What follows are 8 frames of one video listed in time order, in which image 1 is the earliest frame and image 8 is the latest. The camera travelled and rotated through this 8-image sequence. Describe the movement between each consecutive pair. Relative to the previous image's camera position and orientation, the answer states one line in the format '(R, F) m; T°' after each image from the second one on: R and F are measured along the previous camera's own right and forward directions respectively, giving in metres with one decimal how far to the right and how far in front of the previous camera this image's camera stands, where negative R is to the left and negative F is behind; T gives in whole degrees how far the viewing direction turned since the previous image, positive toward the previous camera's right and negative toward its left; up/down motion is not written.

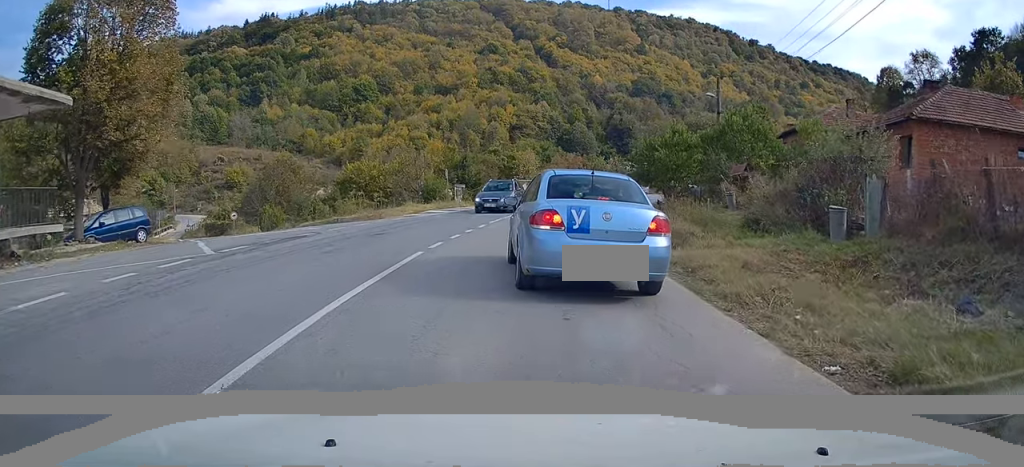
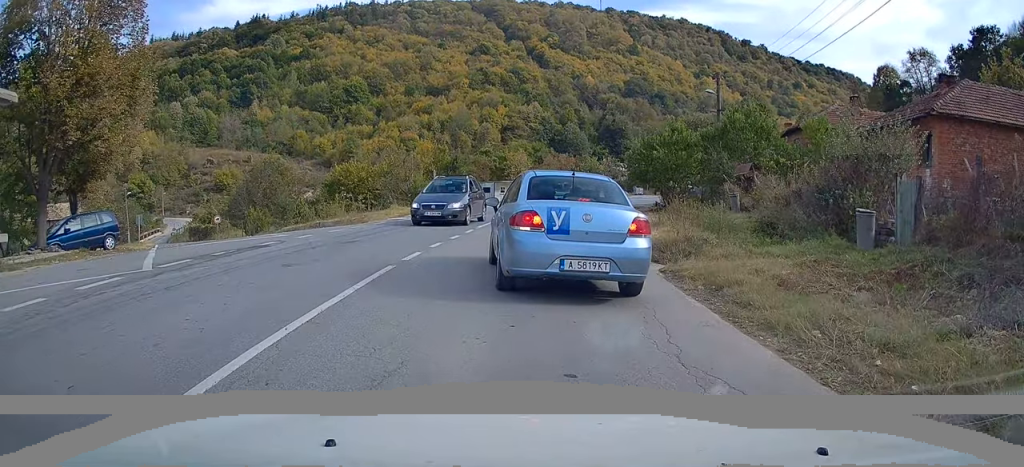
(0.0, +1.9) m; -1°
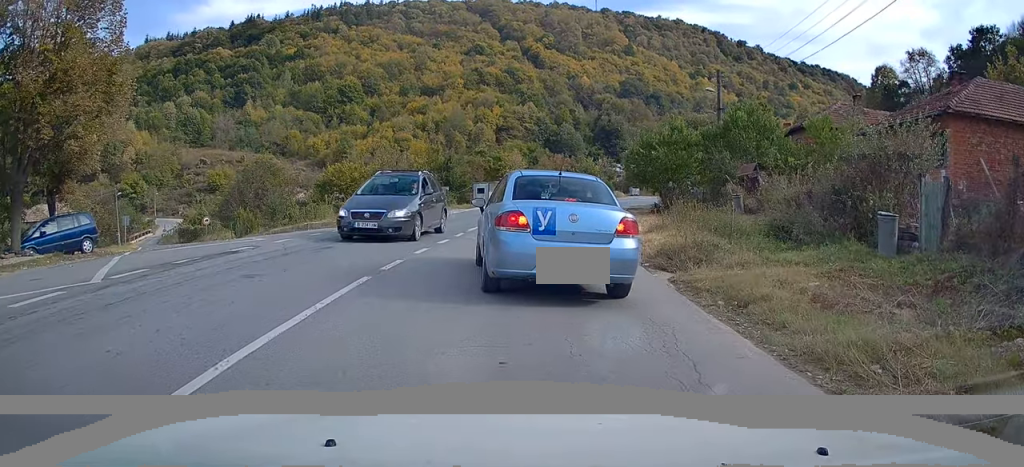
(0.0, +1.2) m; +1°
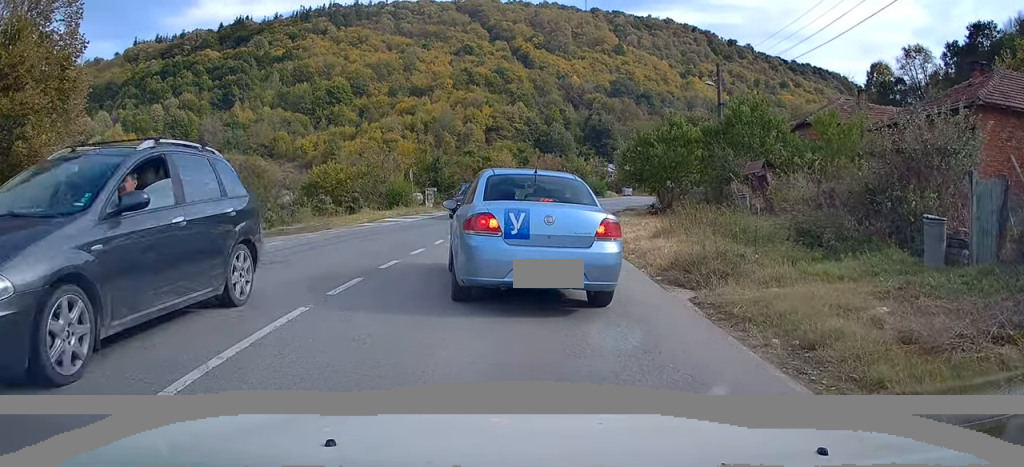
(0.0, +2.1) m; +4°
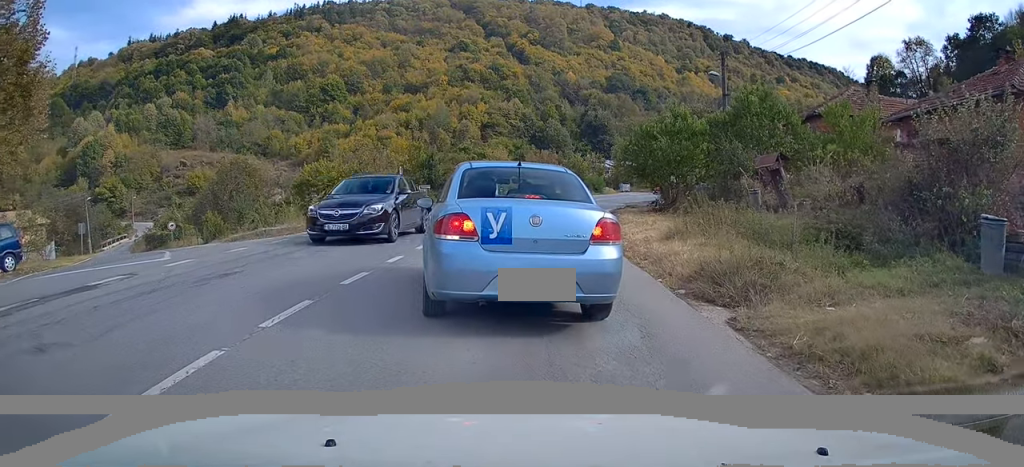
(+0.2, +1.8) m; 0°
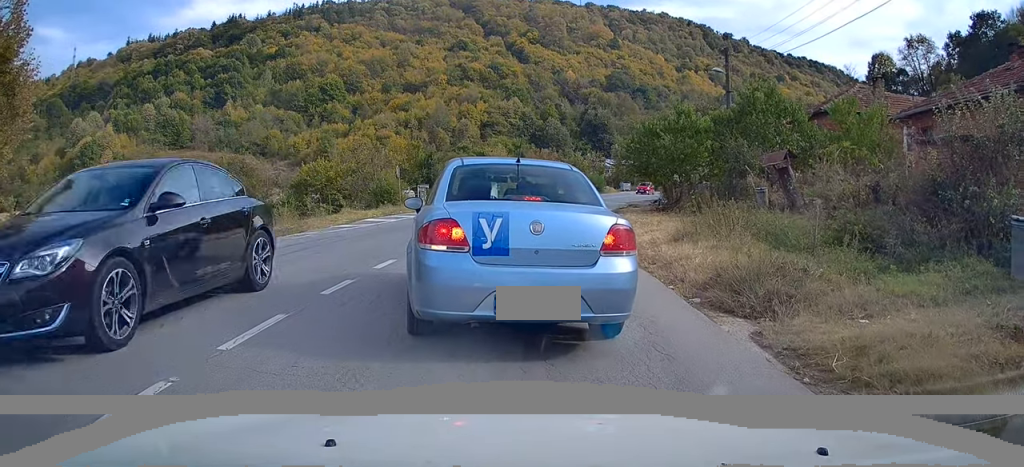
(0.0, +0.7) m; 0°
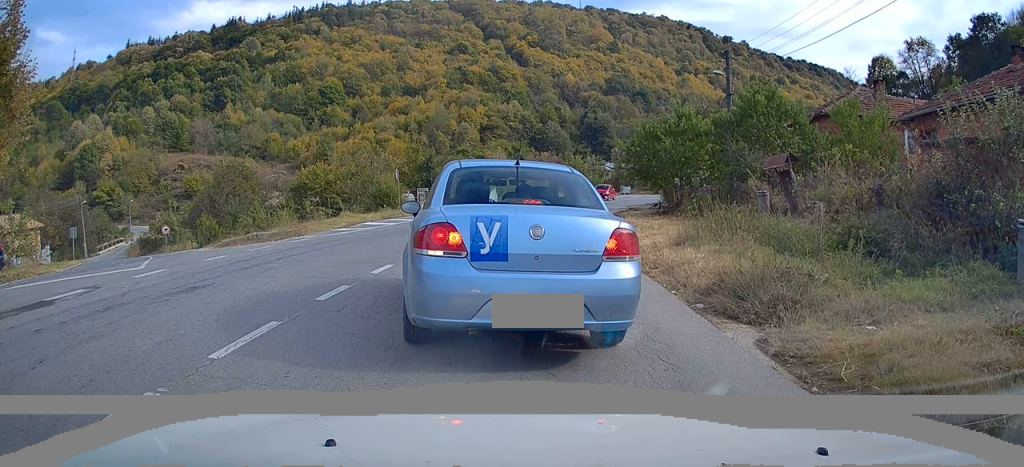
(+0.2, +0.2) m; 0°
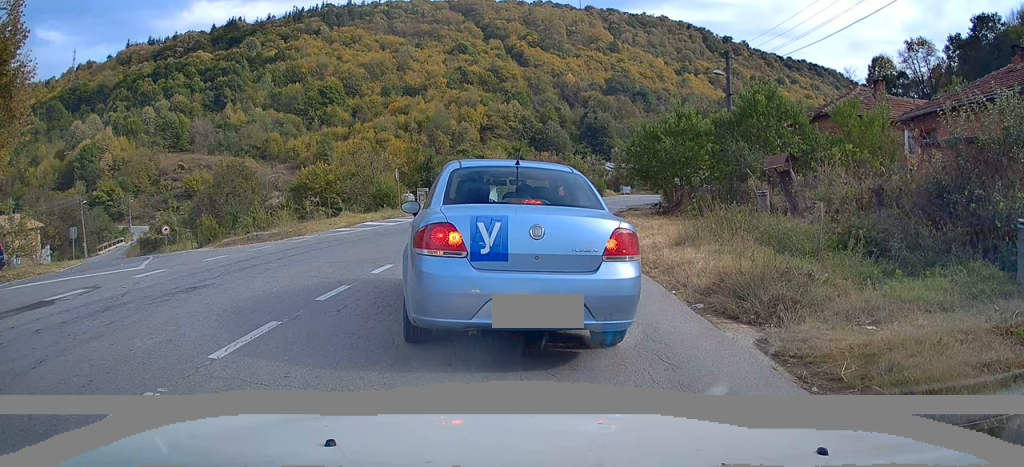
(0.0, 0.0) m; 0°
